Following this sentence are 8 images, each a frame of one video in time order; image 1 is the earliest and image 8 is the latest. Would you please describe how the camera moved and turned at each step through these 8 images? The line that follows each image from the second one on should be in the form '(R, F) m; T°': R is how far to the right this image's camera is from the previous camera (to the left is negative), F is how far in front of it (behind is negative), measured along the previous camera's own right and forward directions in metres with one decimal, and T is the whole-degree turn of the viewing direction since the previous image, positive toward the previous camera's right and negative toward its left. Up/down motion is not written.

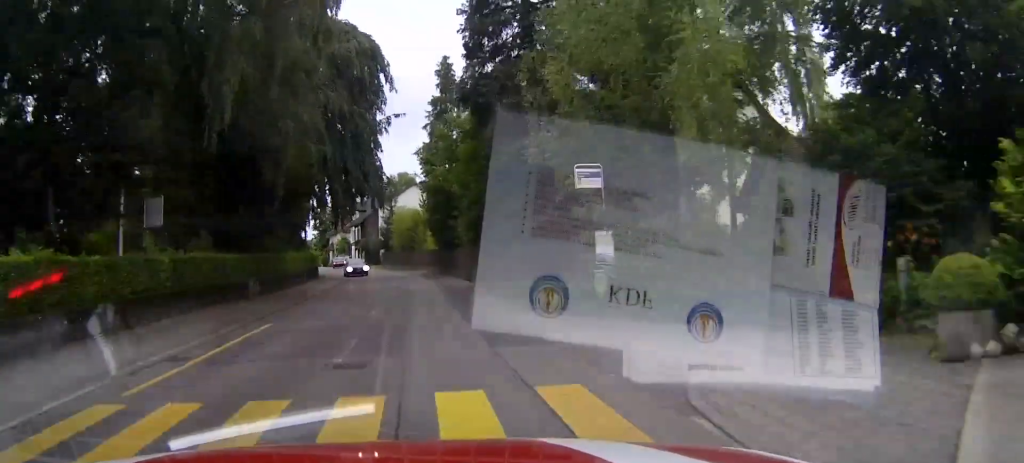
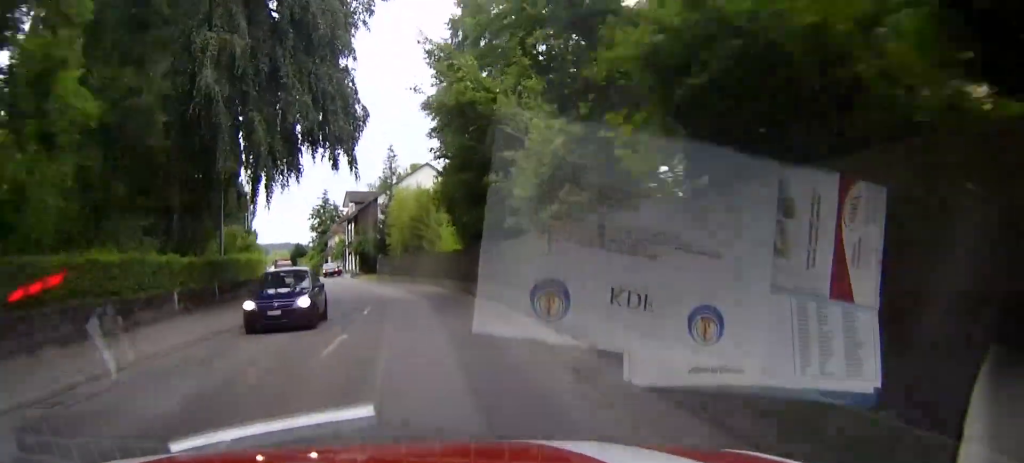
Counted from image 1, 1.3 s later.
(0.0, +22.5) m; 0°
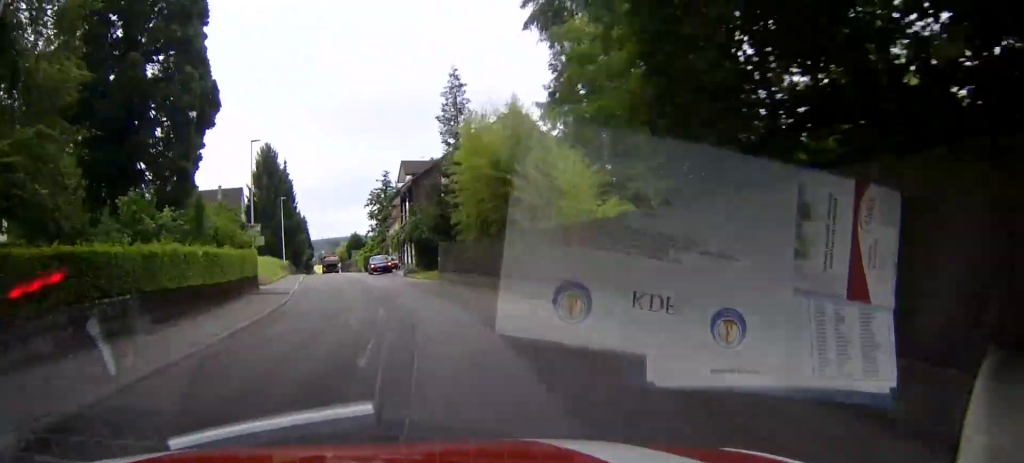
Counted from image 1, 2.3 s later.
(0.0, +19.8) m; 0°
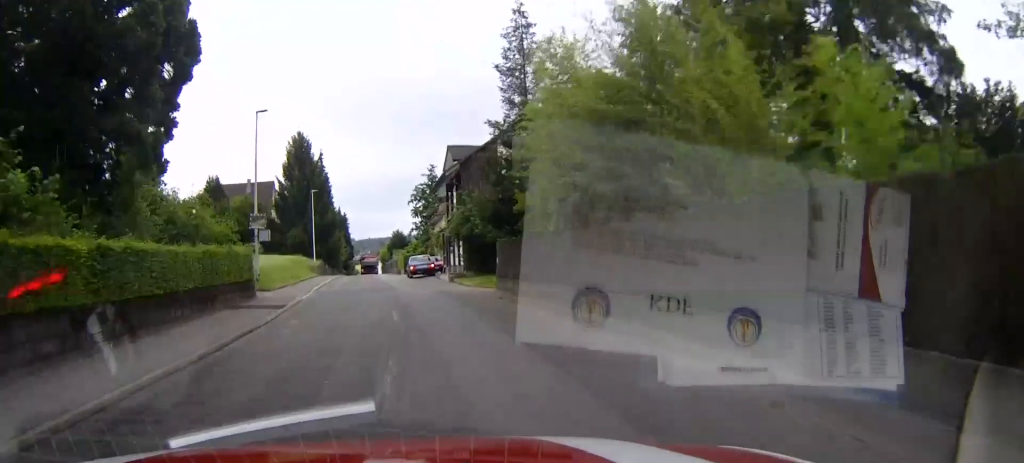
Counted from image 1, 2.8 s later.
(0.0, +9.5) m; -1°
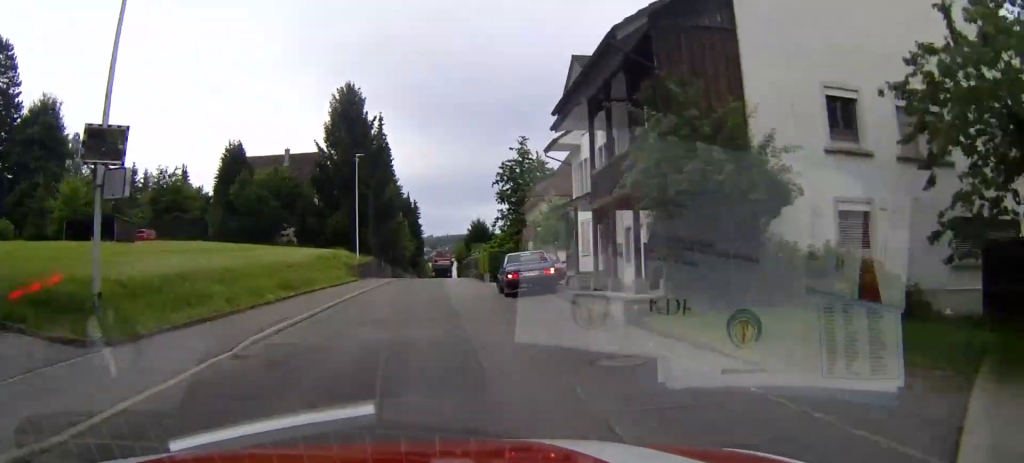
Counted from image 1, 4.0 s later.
(-0.8, +23.1) m; -6°
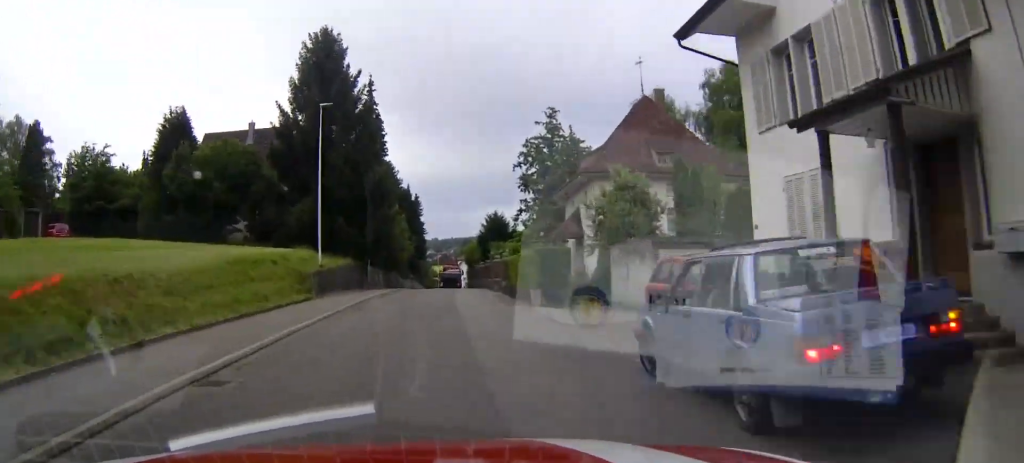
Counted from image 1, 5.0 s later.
(-1.1, +18.5) m; -4°
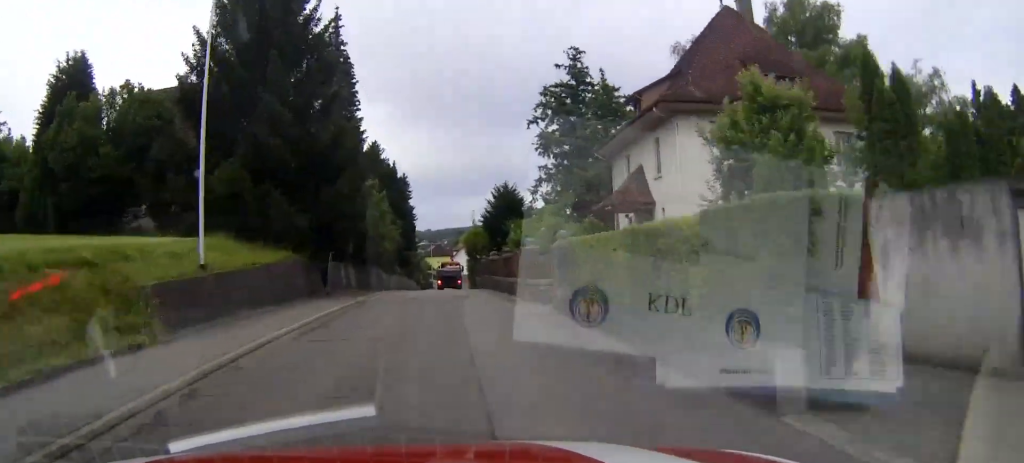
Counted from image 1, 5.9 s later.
(-0.2, +16.8) m; -1°
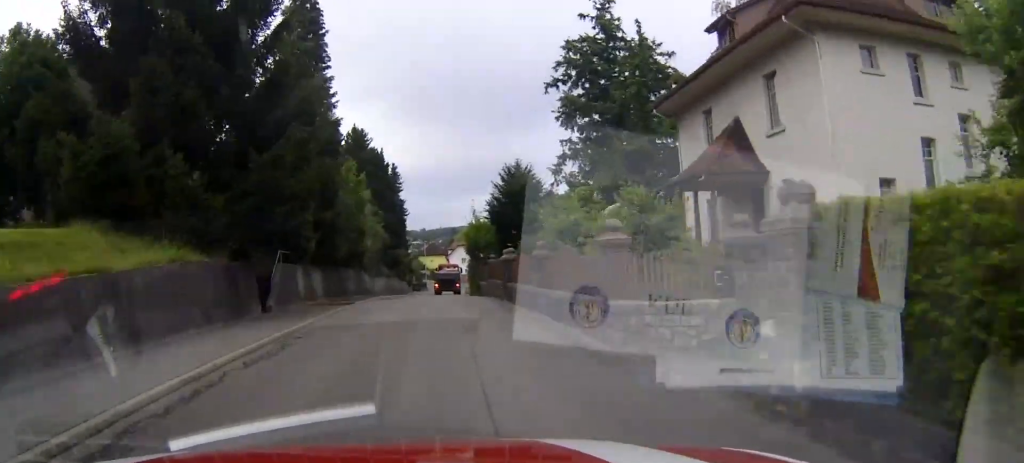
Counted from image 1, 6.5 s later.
(0.0, +11.5) m; 0°
